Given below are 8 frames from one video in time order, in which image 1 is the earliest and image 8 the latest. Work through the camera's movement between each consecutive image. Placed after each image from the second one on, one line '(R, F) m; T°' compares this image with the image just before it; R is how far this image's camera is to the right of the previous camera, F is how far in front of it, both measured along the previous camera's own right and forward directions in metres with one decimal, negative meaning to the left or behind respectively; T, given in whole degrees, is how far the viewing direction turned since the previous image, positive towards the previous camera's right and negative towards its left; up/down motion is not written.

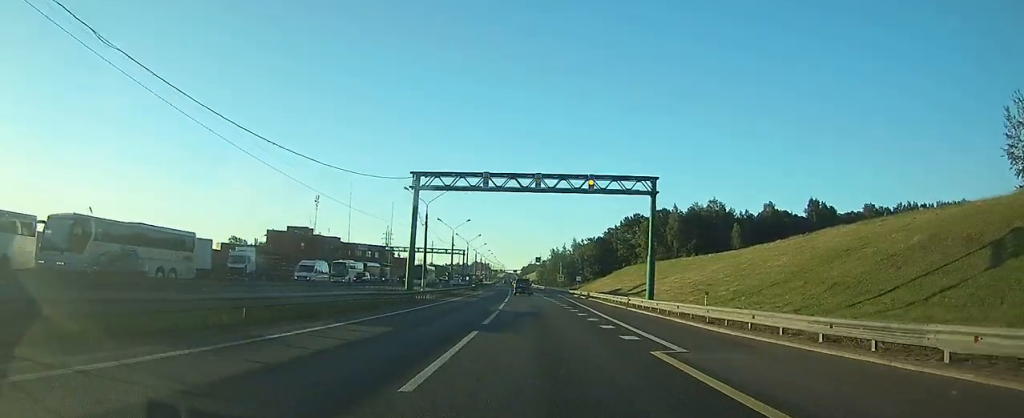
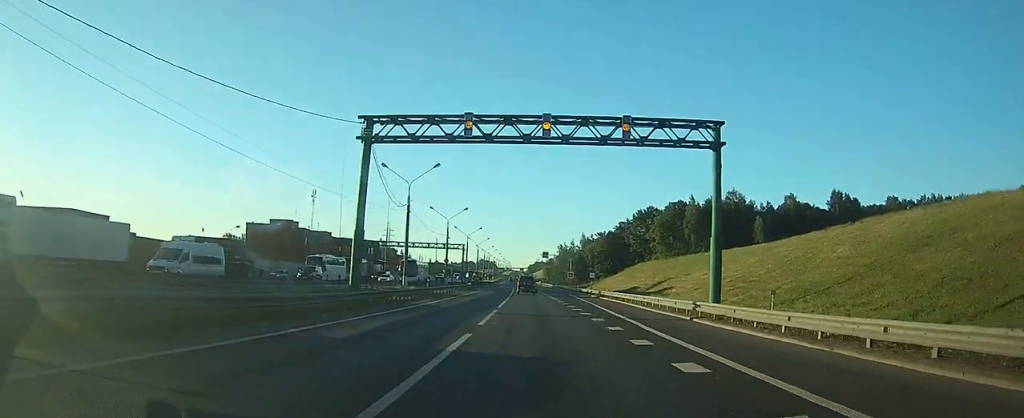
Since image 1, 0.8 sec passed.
(0.0, +14.4) m; 0°
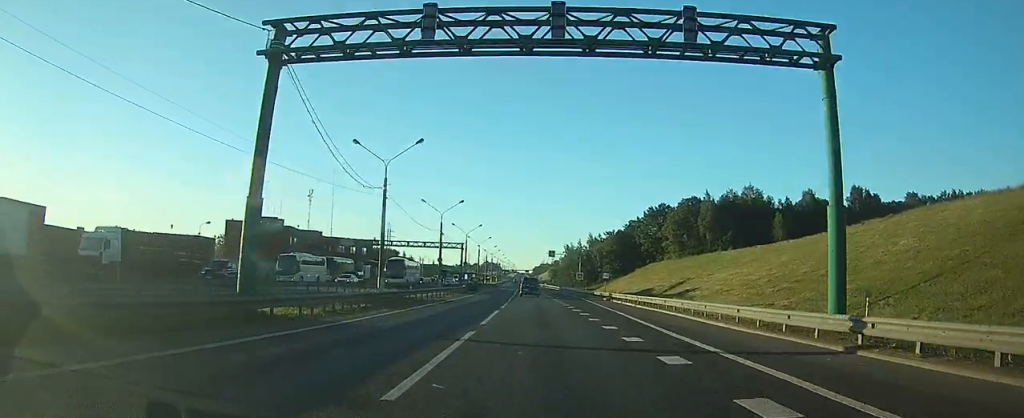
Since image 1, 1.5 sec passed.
(0.0, +11.8) m; 0°
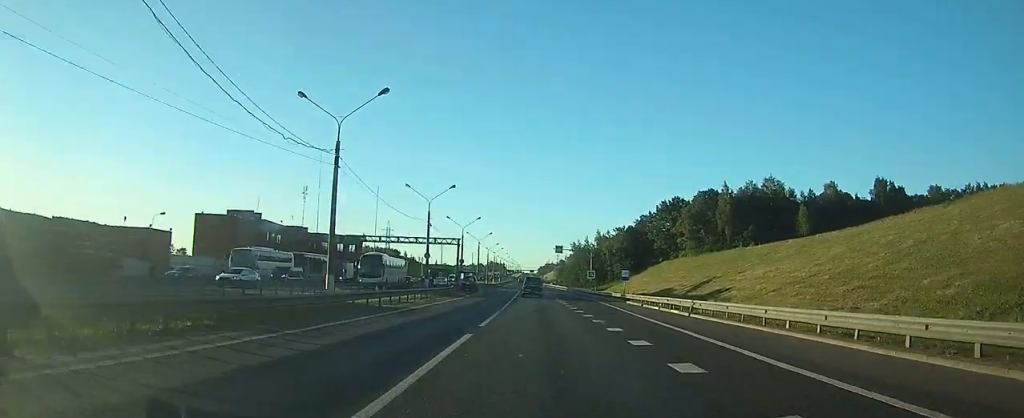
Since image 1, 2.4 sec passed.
(-0.1, +13.5) m; -1°
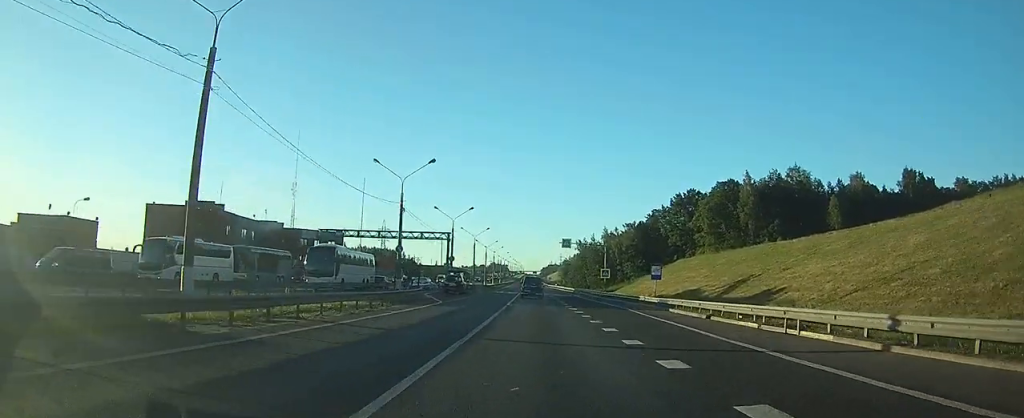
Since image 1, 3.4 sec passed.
(-0.1, +15.7) m; -1°
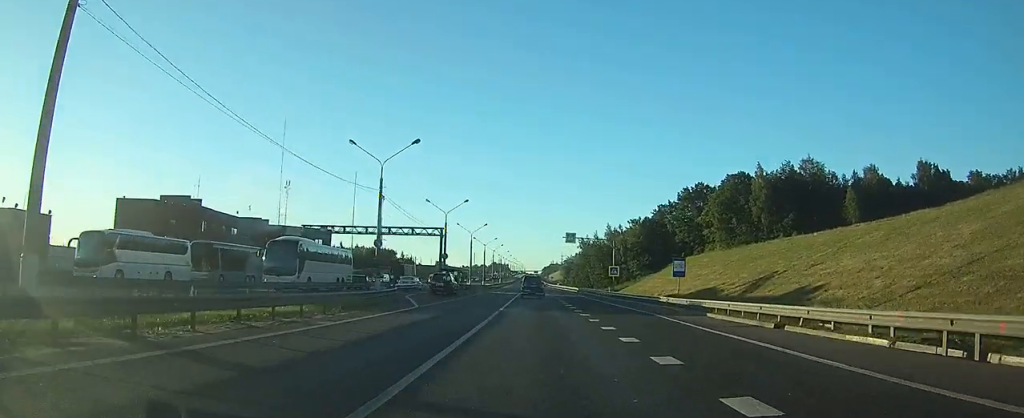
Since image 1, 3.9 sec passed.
(0.0, +7.7) m; 0°
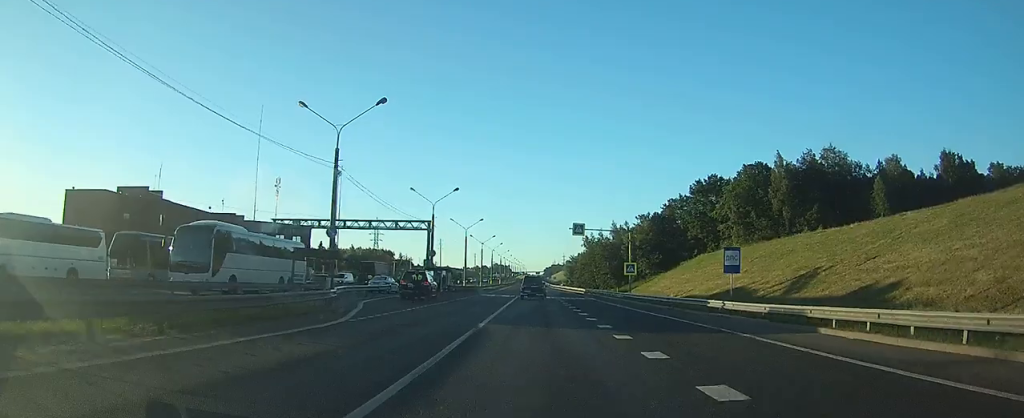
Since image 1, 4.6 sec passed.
(0.0, +11.2) m; 0°
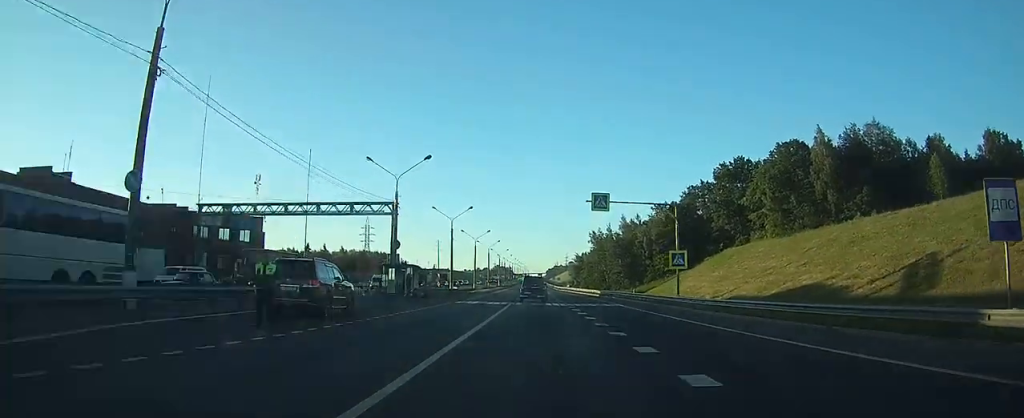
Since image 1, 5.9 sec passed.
(-0.1, +19.1) m; -1°
